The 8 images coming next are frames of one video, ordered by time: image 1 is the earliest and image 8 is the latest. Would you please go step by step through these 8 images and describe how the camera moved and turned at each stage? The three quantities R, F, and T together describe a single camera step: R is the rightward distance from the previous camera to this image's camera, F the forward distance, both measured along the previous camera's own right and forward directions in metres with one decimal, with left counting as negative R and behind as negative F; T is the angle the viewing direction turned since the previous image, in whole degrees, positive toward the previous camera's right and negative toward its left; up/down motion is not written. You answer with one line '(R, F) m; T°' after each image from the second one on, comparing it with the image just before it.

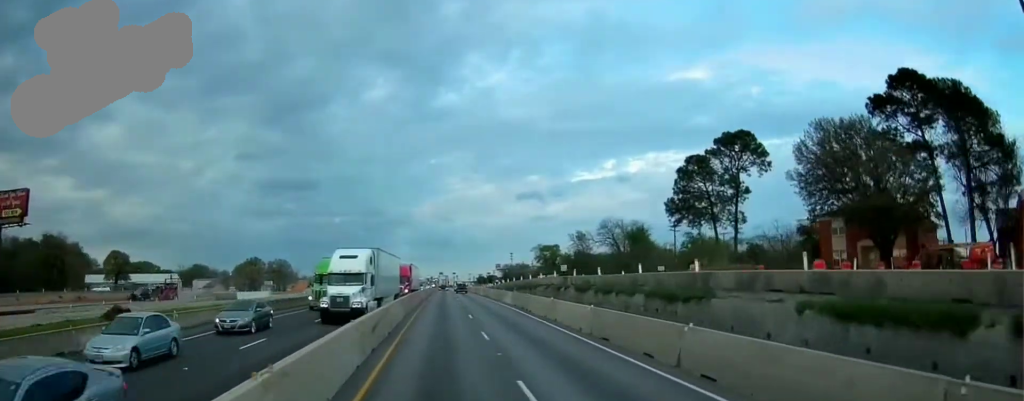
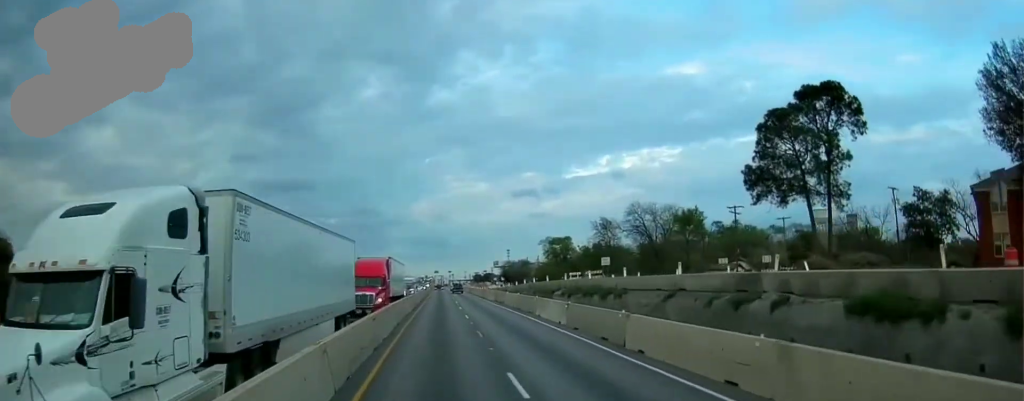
(-0.4, +24.2) m; 0°
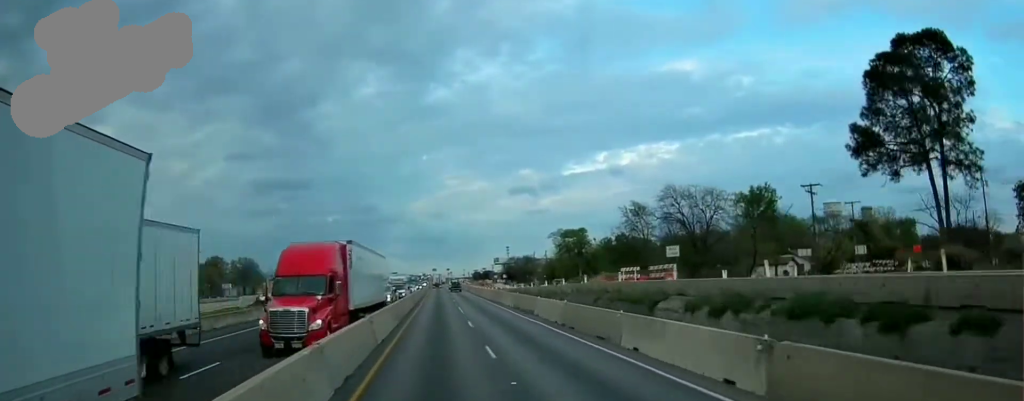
(+0.3, +17.4) m; +1°
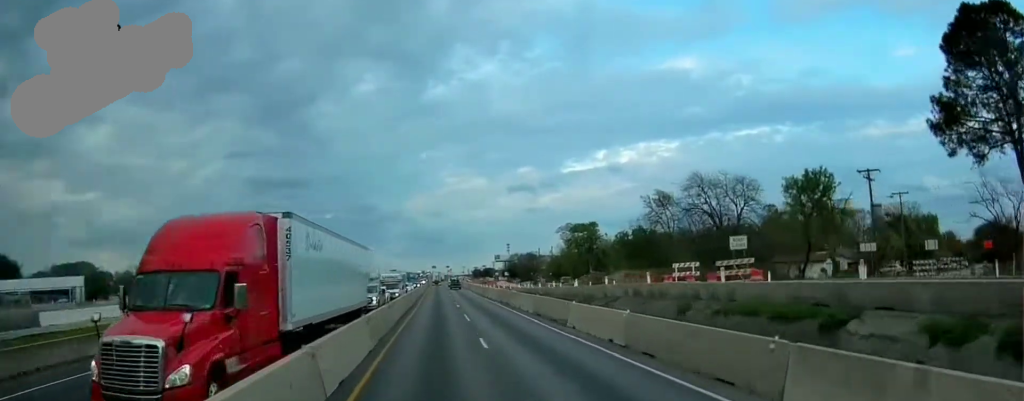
(+0.1, +9.9) m; 0°
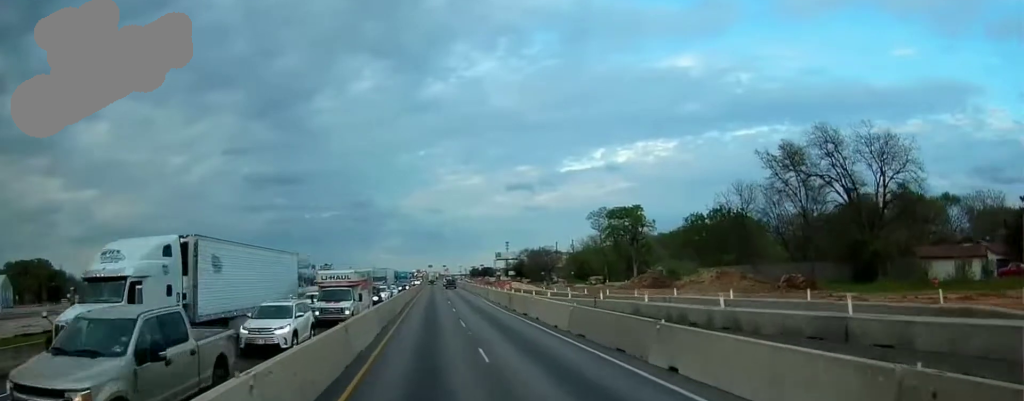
(-0.2, +30.5) m; -1°
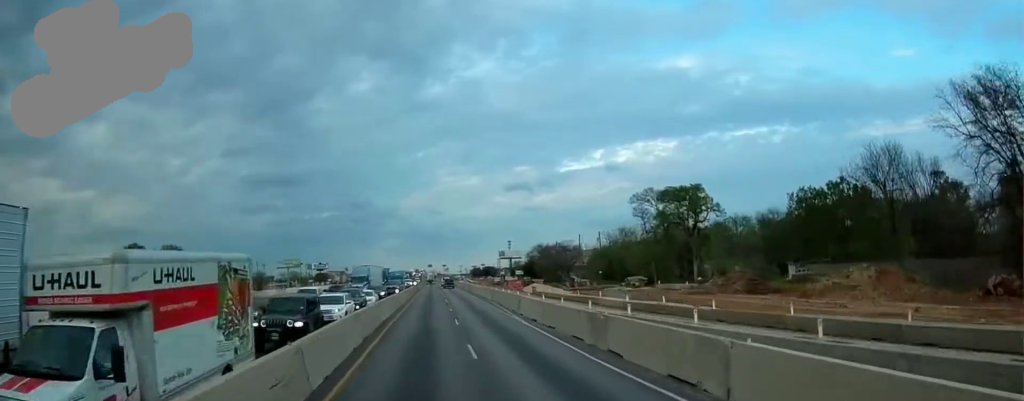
(-0.2, +23.9) m; 0°
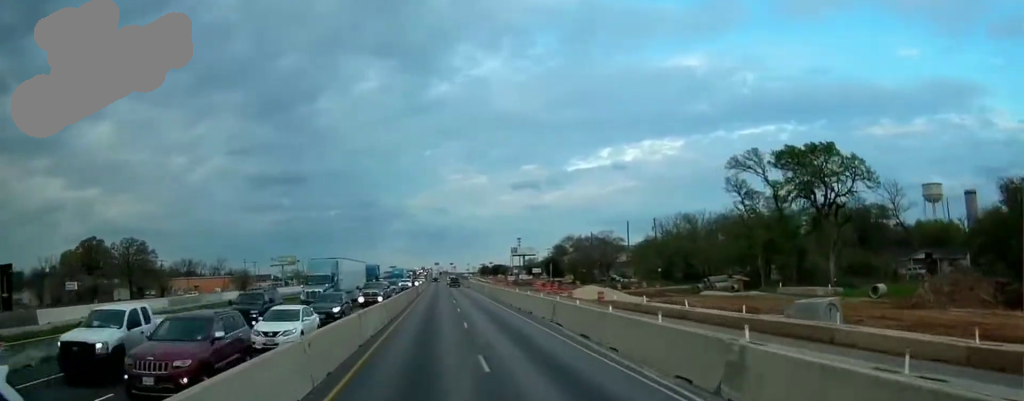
(+0.2, +25.8) m; -1°
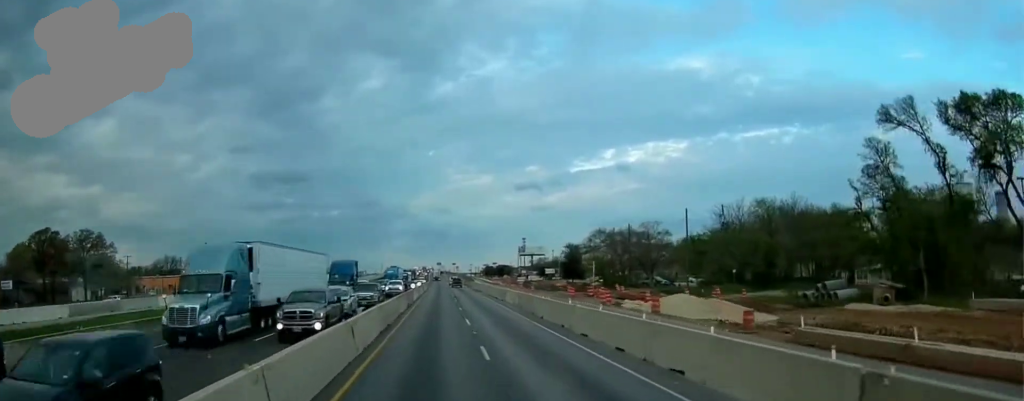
(-0.3, +21.9) m; -1°
